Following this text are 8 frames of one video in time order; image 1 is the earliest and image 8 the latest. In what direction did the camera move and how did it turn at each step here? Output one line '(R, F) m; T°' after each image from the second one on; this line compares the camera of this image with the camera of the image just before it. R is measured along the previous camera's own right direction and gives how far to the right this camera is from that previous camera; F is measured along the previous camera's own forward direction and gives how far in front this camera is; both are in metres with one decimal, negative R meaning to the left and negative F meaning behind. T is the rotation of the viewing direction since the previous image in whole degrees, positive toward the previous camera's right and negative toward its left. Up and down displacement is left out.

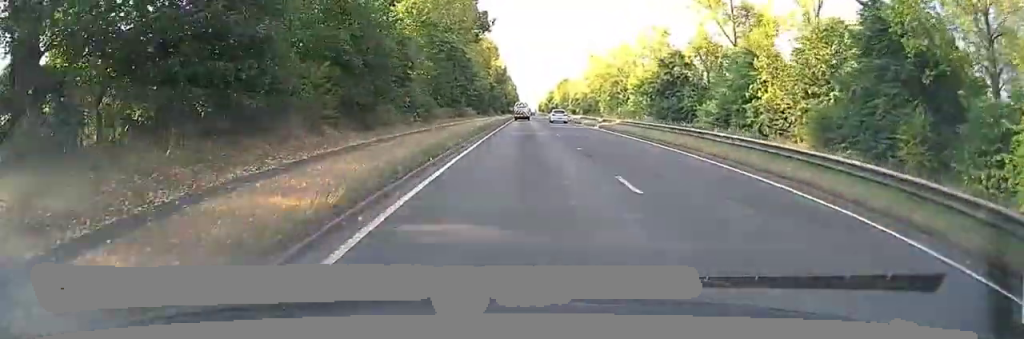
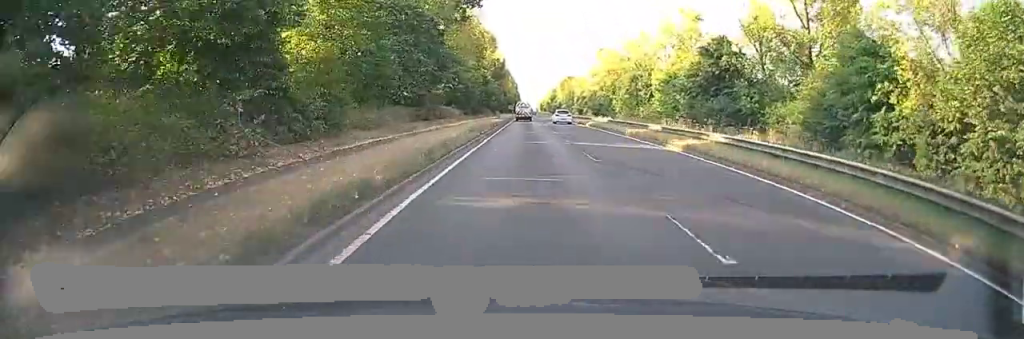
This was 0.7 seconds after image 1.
(+0.1, +21.2) m; 0°
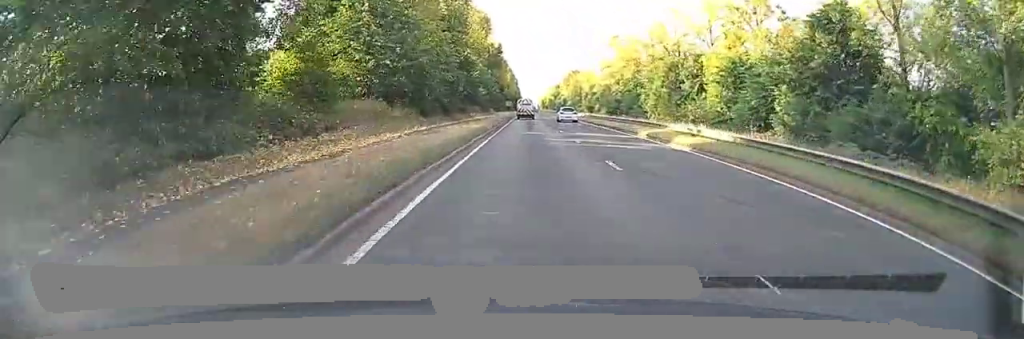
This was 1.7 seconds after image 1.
(+0.1, +29.3) m; 0°
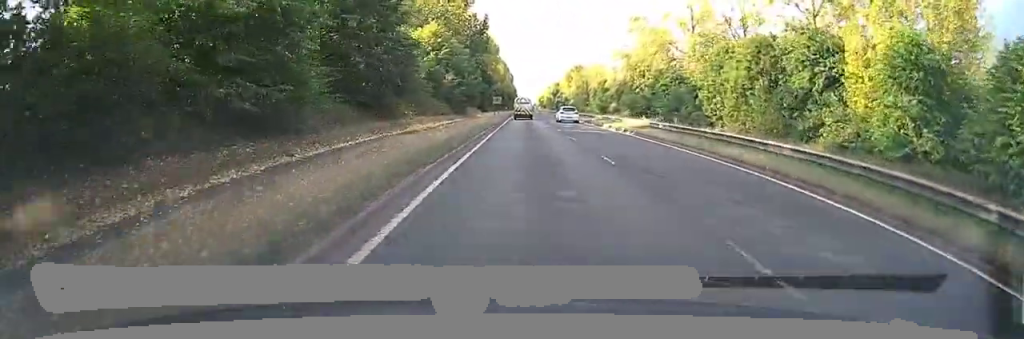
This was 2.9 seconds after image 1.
(0.0, +35.2) m; 0°
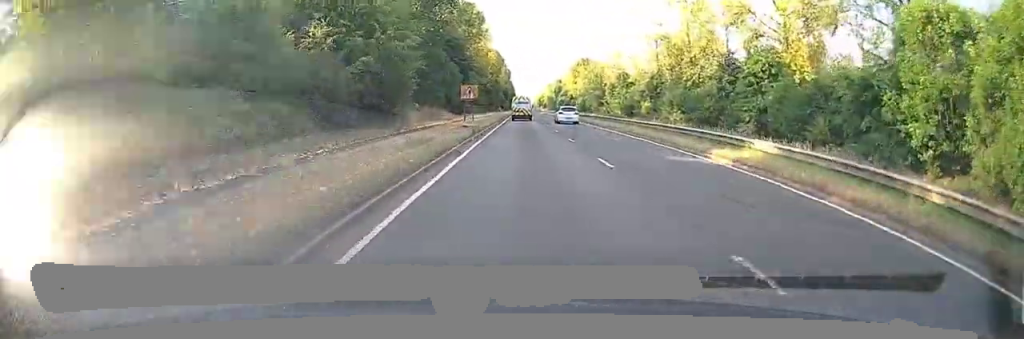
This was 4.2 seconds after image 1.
(-0.1, +37.3) m; 0°
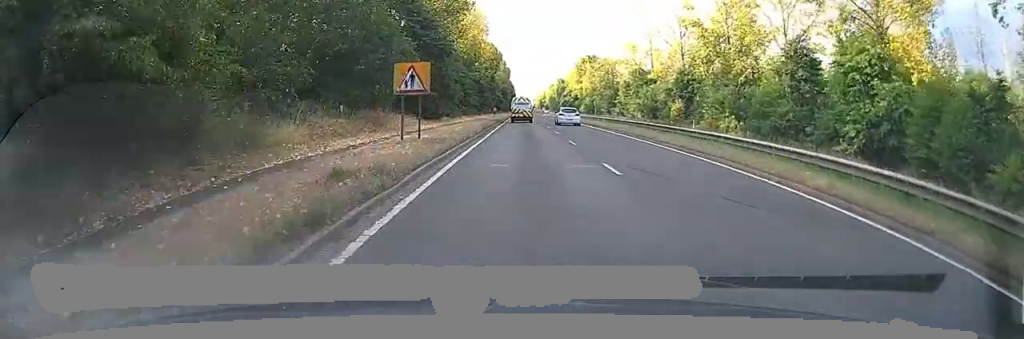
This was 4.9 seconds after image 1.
(+0.1, +20.0) m; 0°
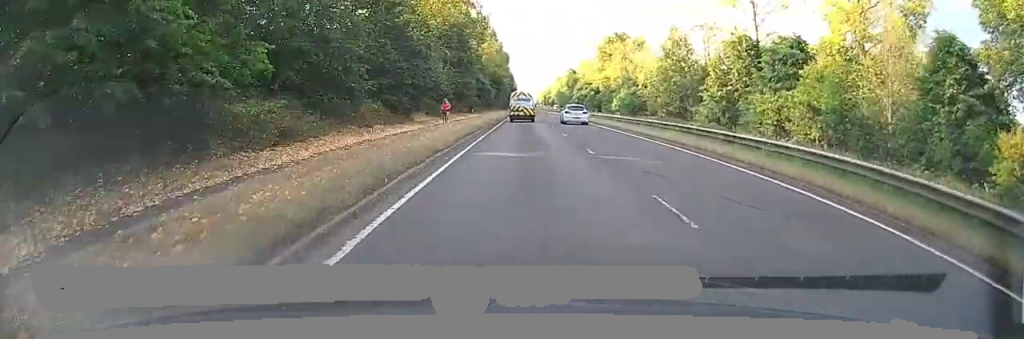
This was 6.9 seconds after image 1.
(-0.1, +60.1) m; 0°
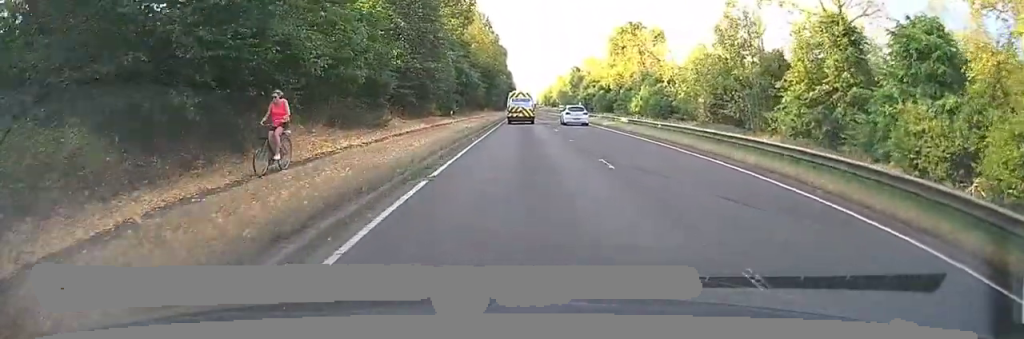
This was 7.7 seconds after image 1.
(-0.1, +19.5) m; 0°
